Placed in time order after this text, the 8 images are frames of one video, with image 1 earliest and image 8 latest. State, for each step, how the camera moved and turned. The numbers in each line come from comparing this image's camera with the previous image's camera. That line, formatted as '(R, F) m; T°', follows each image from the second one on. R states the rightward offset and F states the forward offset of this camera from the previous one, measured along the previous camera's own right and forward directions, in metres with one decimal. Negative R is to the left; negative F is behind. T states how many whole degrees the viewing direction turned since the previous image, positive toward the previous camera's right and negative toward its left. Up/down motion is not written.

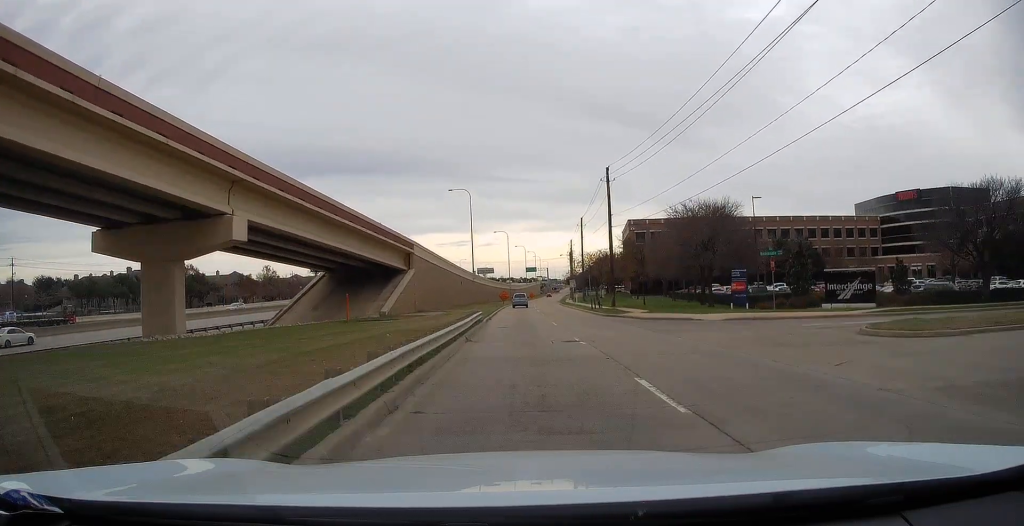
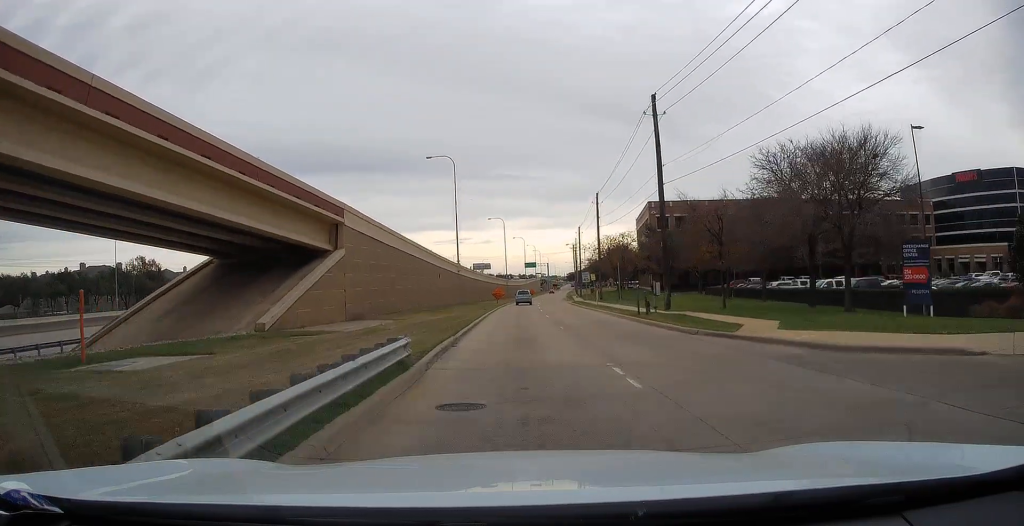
(-0.4, +21.1) m; +1°
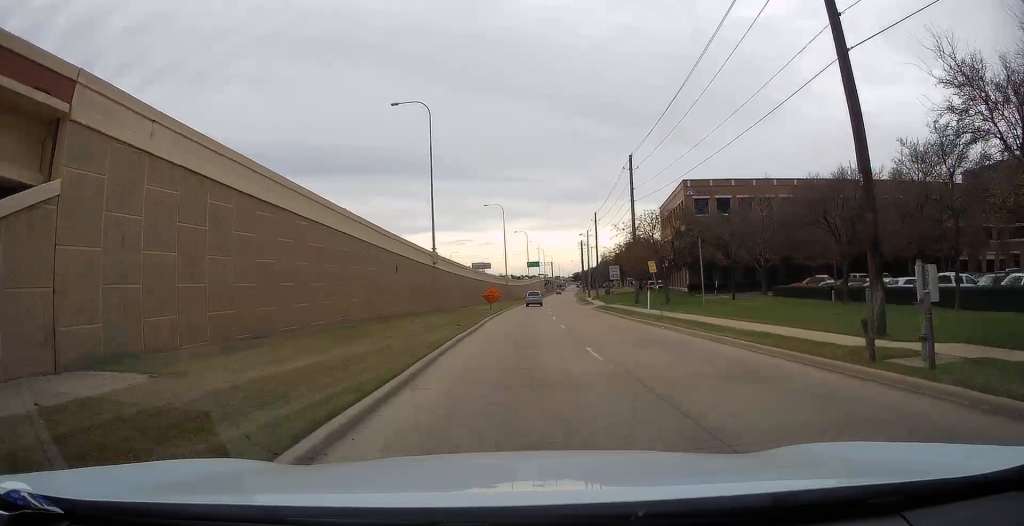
(+0.7, +21.7) m; +2°
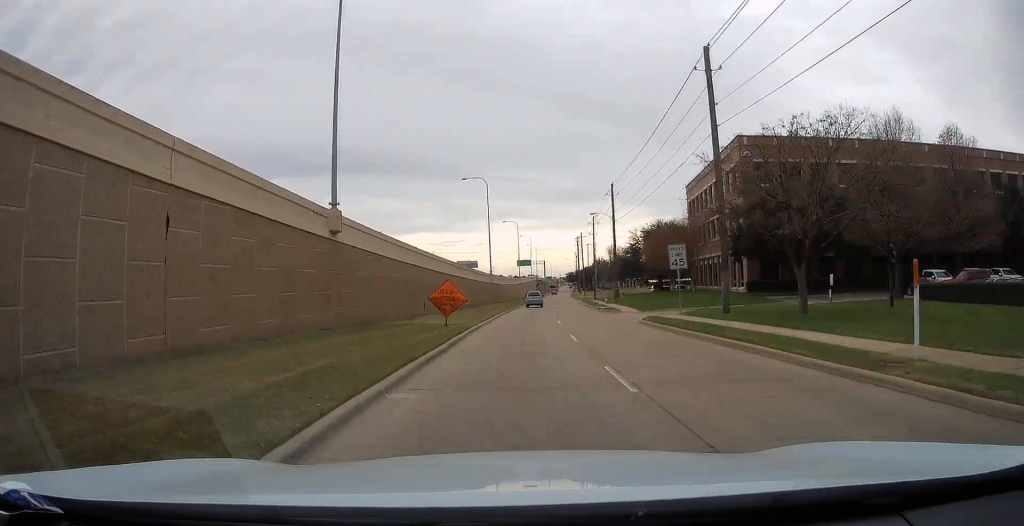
(-0.1, +25.1) m; +1°
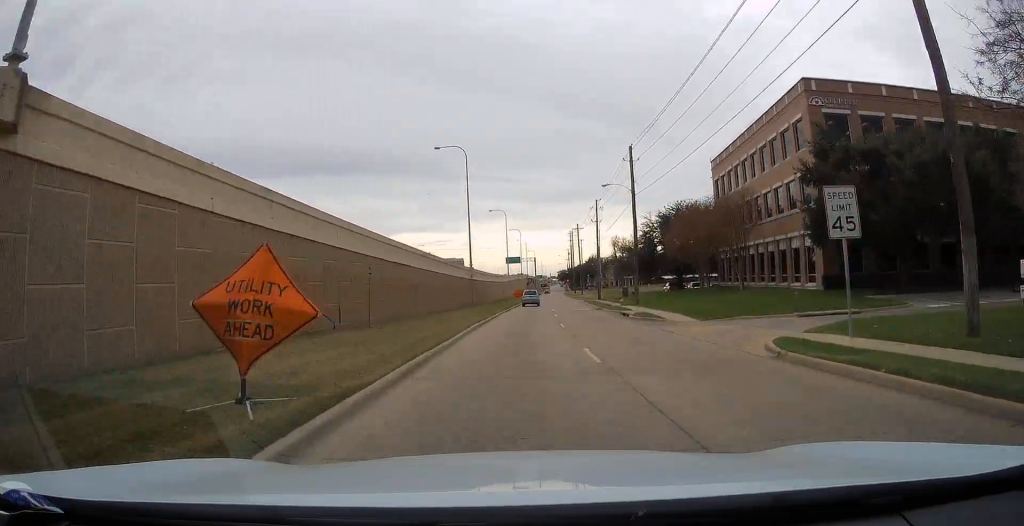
(+0.4, +17.3) m; +1°
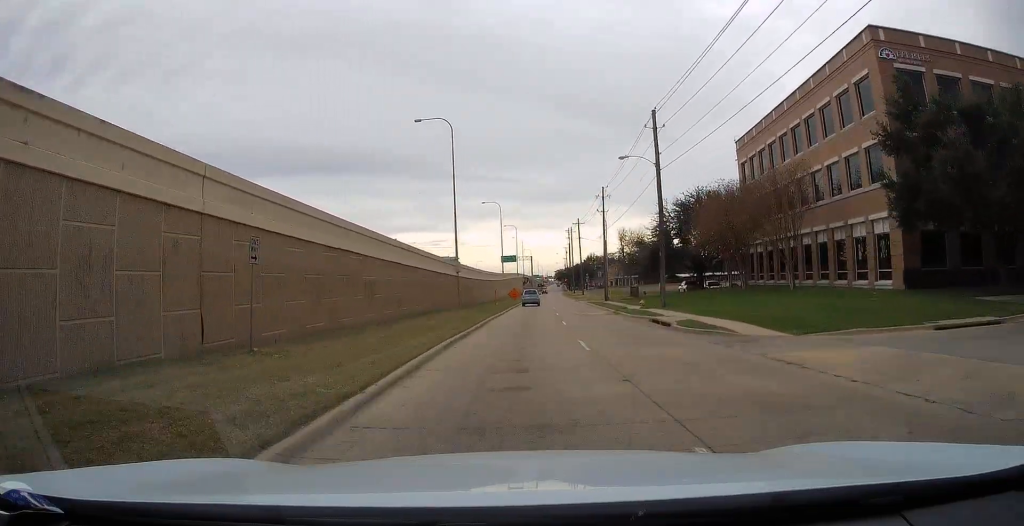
(+0.1, +10.3) m; +1°
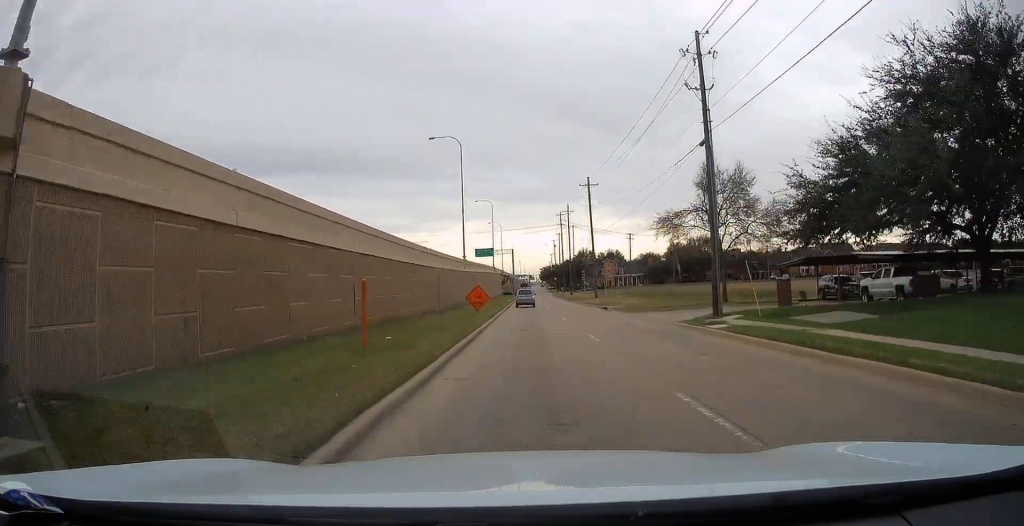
(0.0, +46.3) m; 0°
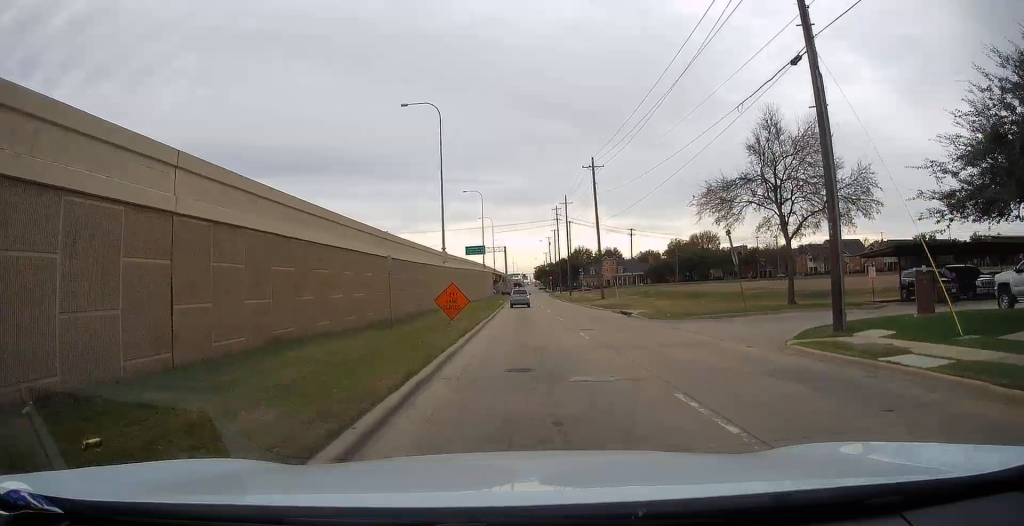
(0.0, +12.1) m; 0°
